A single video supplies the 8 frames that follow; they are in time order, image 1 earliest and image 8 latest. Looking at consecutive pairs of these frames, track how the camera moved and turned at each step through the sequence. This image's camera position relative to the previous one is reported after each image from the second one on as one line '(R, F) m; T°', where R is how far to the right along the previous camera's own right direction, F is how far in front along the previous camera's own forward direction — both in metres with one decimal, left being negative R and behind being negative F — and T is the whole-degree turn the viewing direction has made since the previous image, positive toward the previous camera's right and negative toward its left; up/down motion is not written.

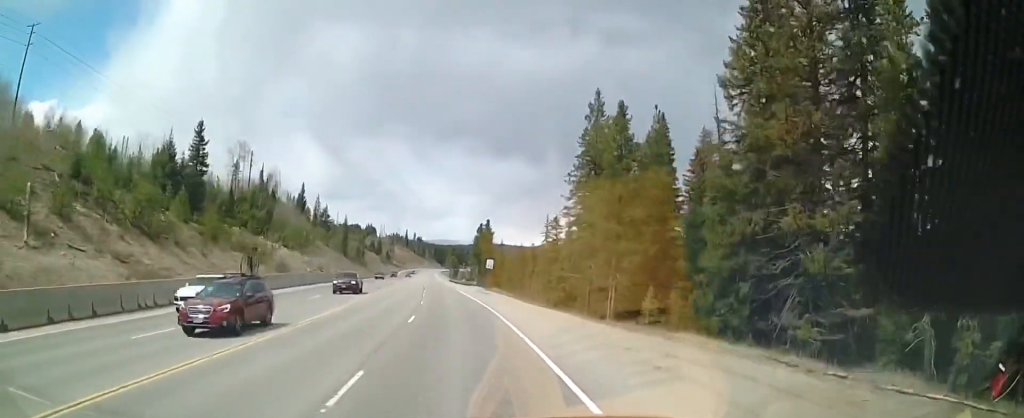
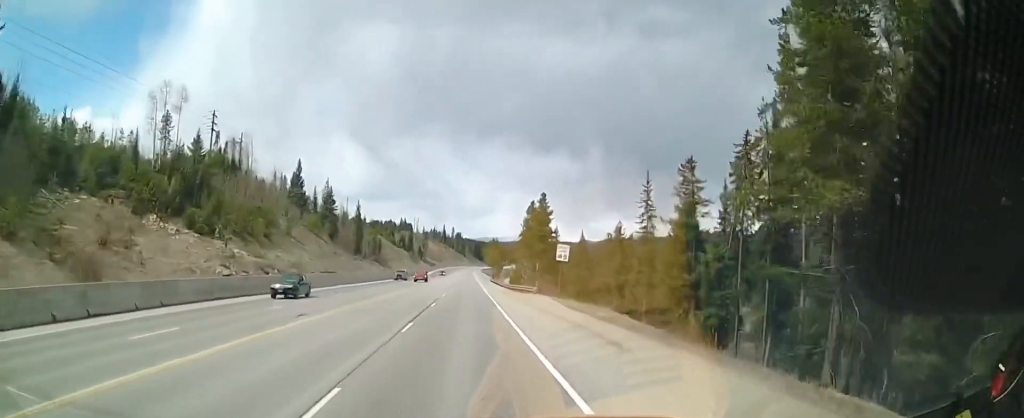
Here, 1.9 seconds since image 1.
(-1.1, +37.7) m; -4°
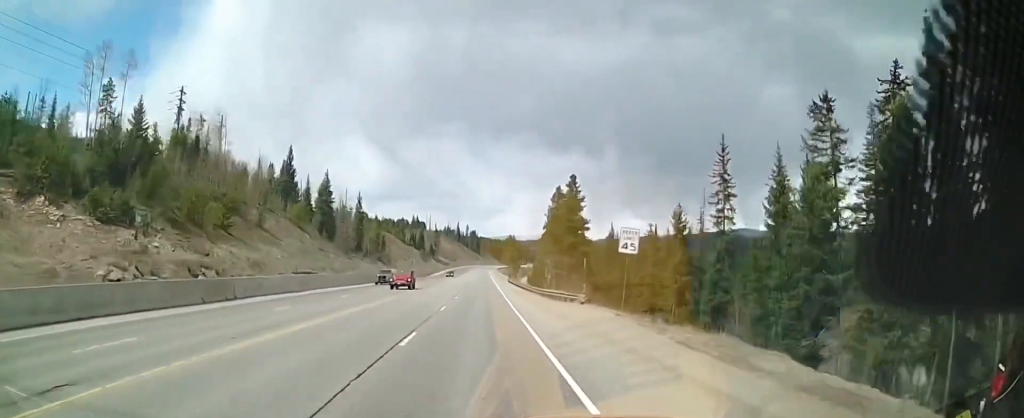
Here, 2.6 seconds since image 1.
(-0.4, +15.6) m; -2°
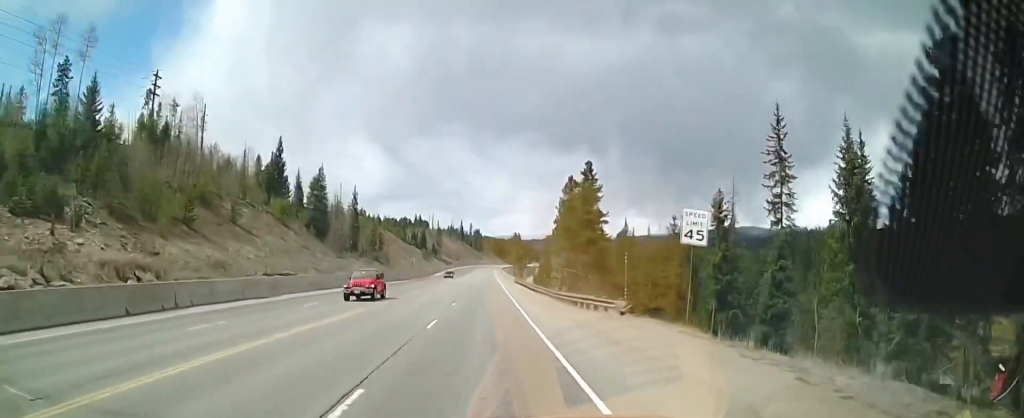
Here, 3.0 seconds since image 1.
(-0.1, +8.2) m; -1°
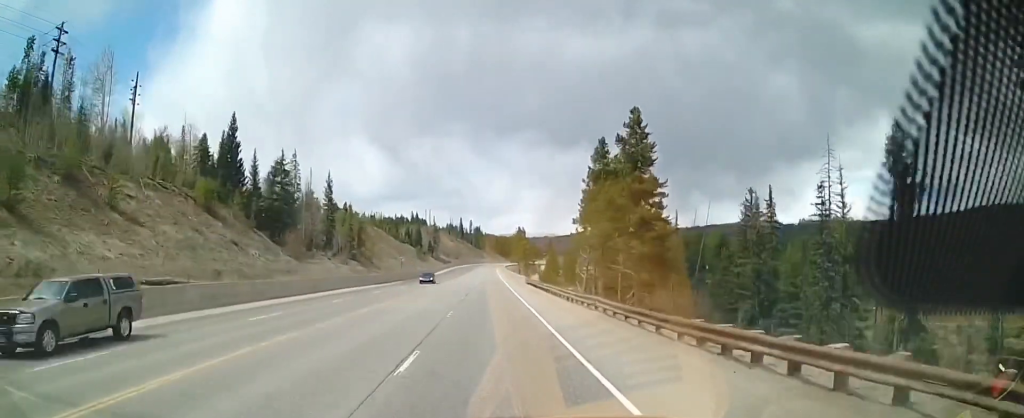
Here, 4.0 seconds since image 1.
(-0.1, +20.5) m; 0°
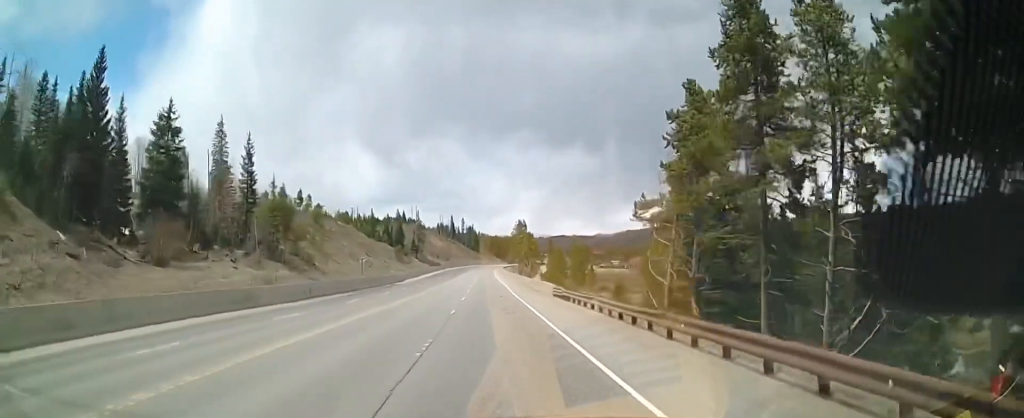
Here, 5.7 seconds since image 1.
(+0.2, +32.7) m; 0°
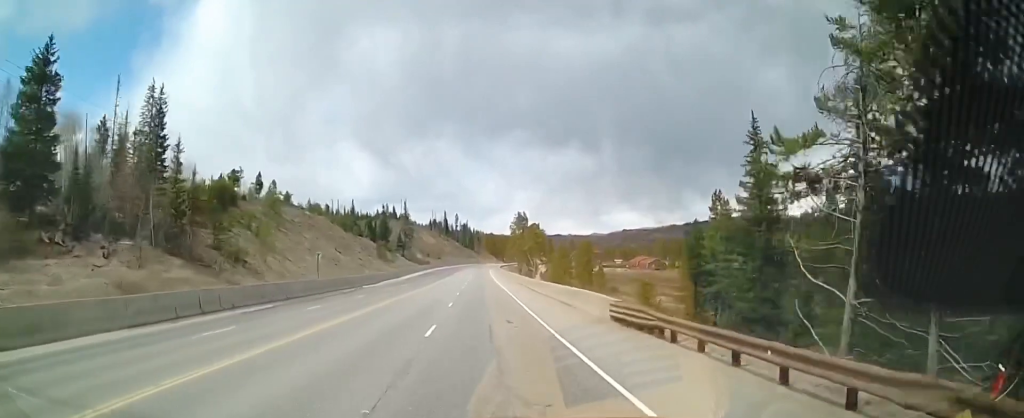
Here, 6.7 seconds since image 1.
(0.0, +19.6) m; +1°
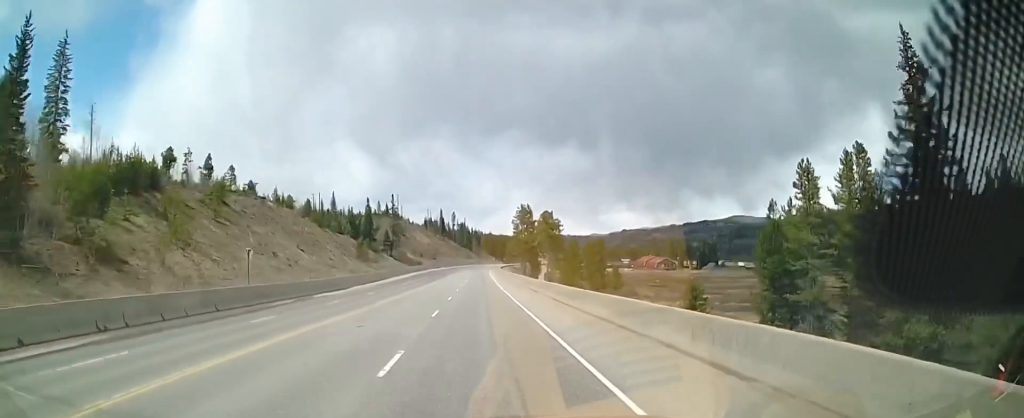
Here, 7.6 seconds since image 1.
(+0.3, +18.4) m; +1°
